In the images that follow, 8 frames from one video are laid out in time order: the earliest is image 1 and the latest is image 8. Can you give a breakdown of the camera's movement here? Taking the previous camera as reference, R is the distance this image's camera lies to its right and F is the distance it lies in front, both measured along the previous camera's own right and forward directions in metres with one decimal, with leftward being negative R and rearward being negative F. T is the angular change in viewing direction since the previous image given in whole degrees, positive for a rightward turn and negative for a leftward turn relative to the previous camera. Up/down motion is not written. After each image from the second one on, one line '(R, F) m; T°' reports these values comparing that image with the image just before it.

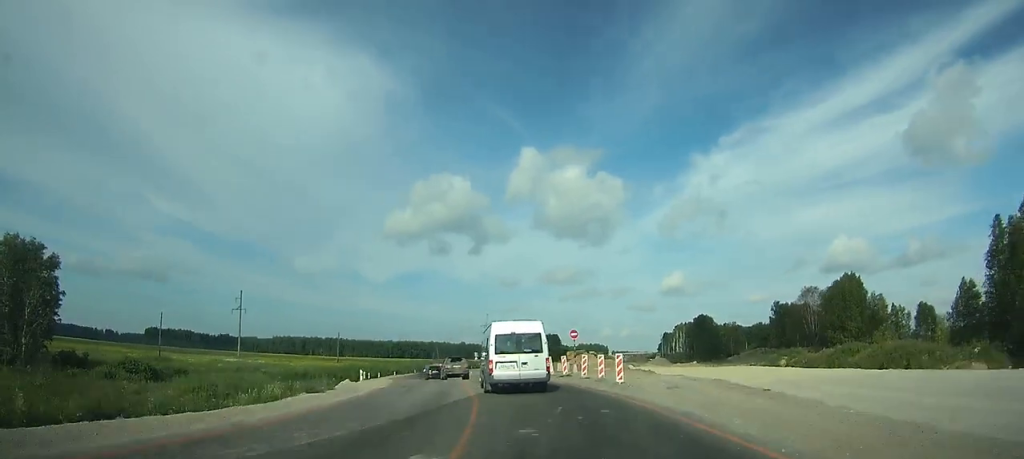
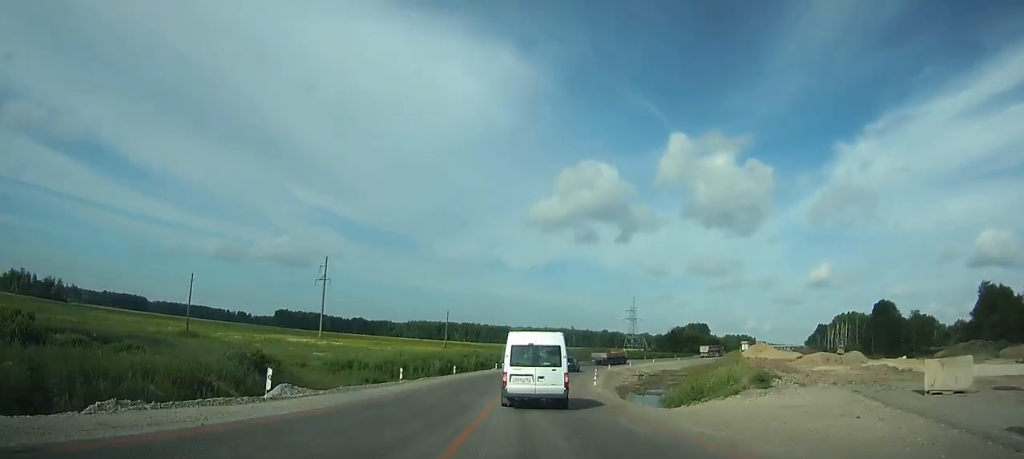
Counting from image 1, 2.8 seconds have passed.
(-3.3, +33.1) m; -9°
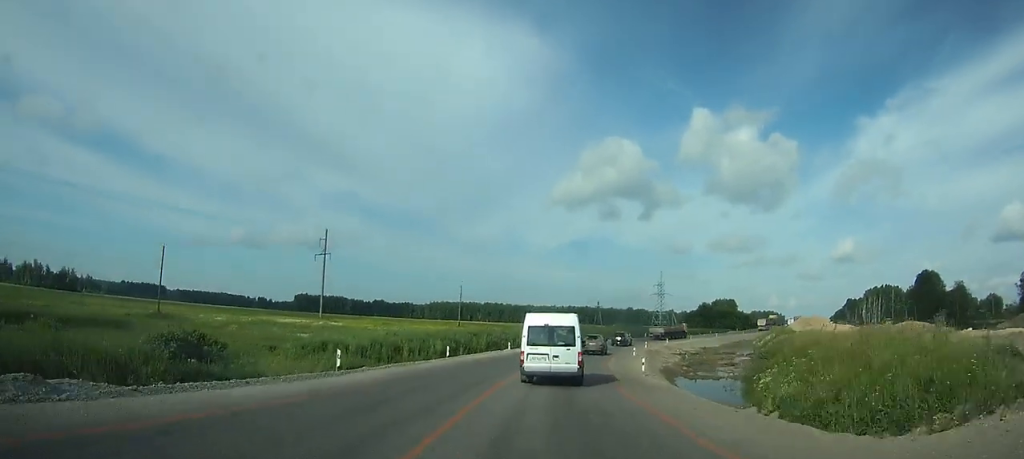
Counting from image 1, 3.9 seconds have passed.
(-0.4, +13.6) m; -1°
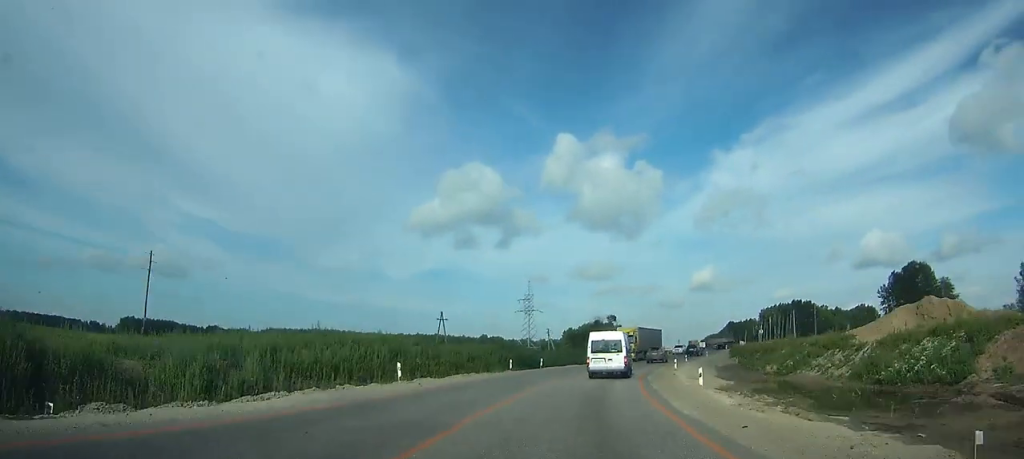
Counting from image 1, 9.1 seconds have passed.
(+7.2, +68.1) m; +16°
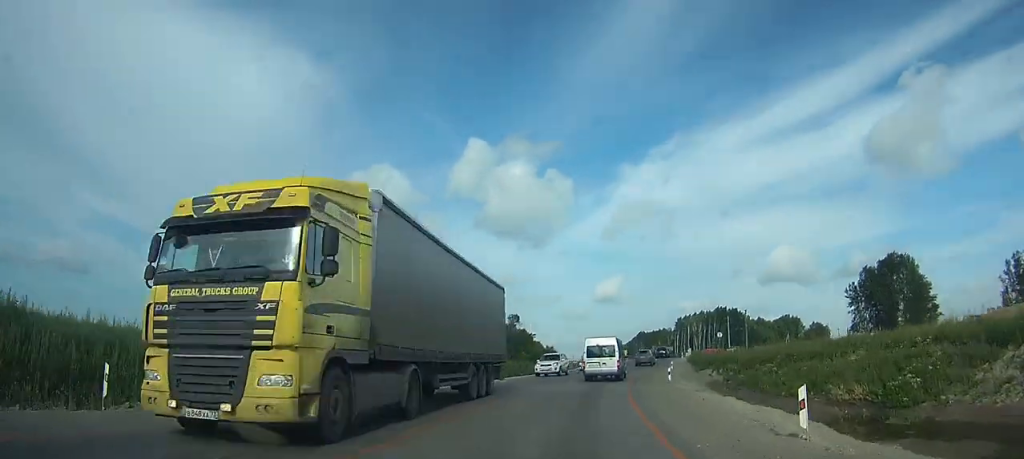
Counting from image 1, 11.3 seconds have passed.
(+2.7, +31.1) m; +9°
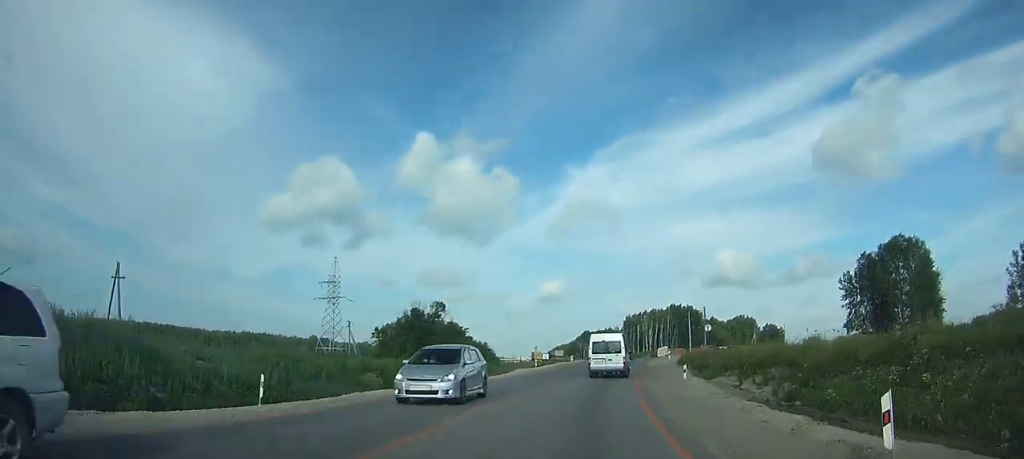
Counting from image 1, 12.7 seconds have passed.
(+1.0, +22.0) m; +4°
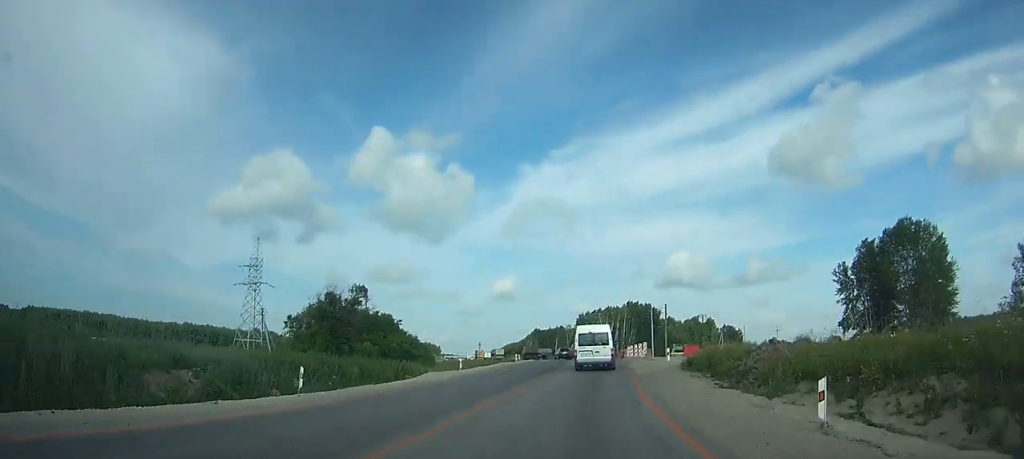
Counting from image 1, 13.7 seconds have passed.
(+0.3, +17.2) m; +2°
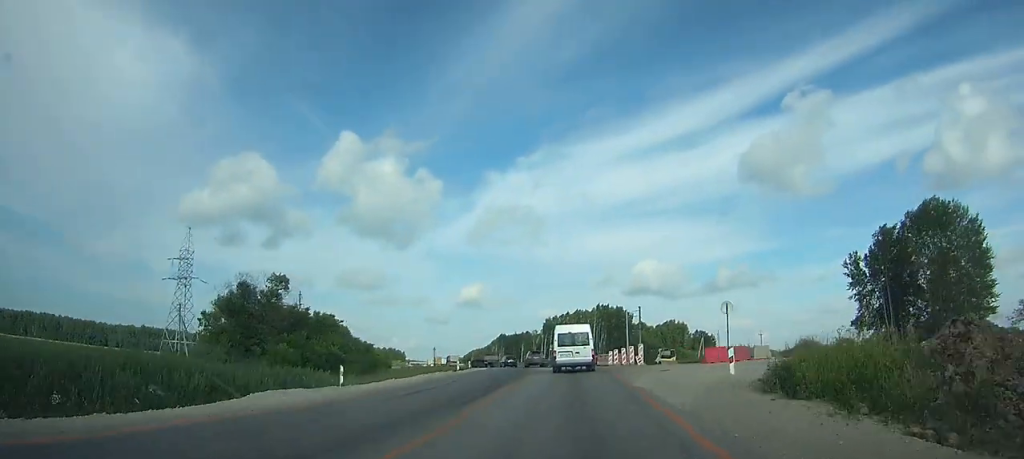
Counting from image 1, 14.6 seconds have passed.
(+0.3, +15.1) m; +1°
